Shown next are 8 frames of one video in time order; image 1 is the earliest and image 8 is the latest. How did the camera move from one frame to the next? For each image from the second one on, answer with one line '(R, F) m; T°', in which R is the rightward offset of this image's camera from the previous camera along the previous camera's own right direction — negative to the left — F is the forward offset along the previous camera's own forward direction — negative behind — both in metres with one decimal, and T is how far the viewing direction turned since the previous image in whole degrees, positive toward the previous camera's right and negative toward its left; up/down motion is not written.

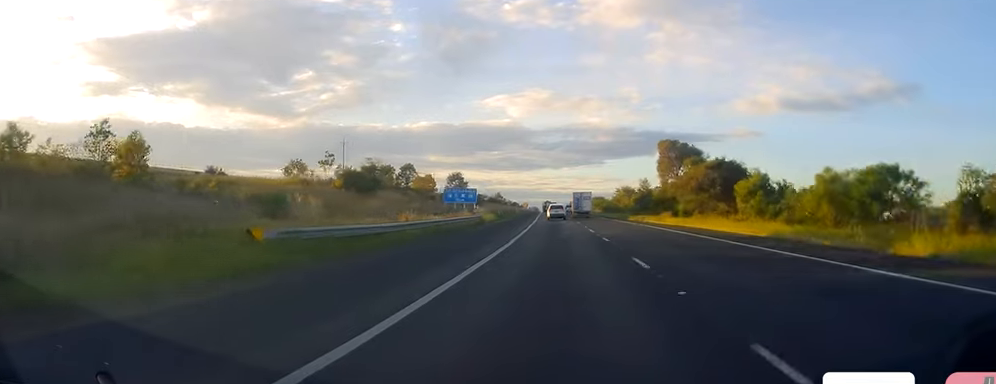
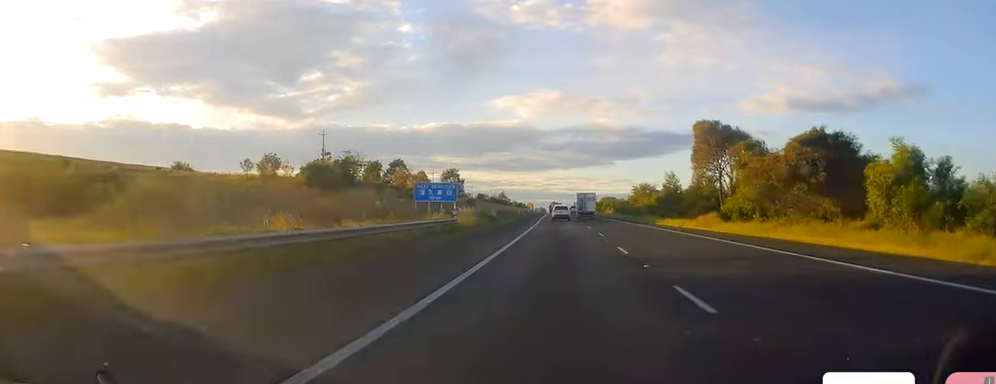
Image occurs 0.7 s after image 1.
(-0.3, +18.8) m; -1°
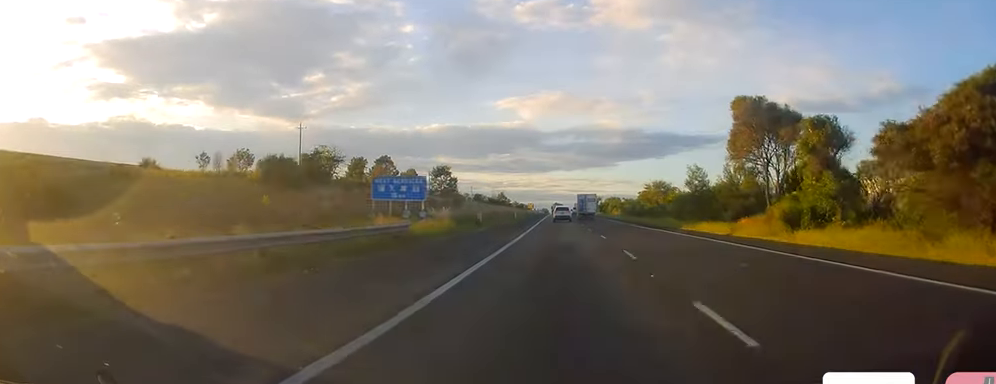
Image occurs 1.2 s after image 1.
(-0.3, +14.0) m; -1°
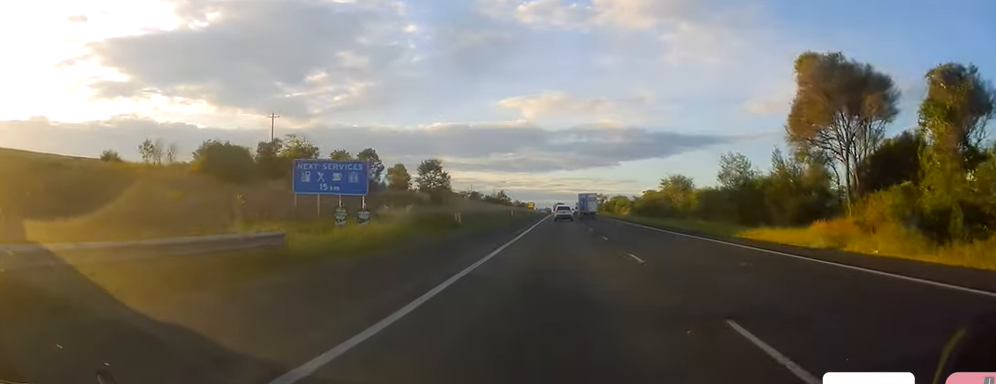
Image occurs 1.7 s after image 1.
(0.0, +14.0) m; 0°
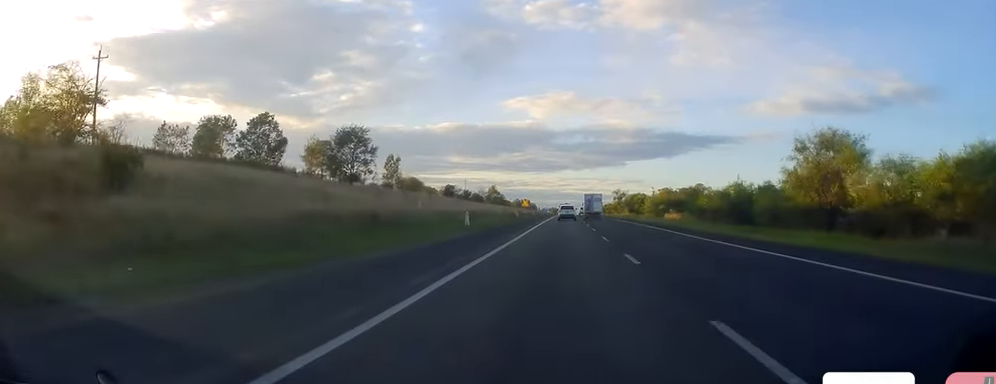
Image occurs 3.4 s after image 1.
(+0.5, +48.5) m; 0°
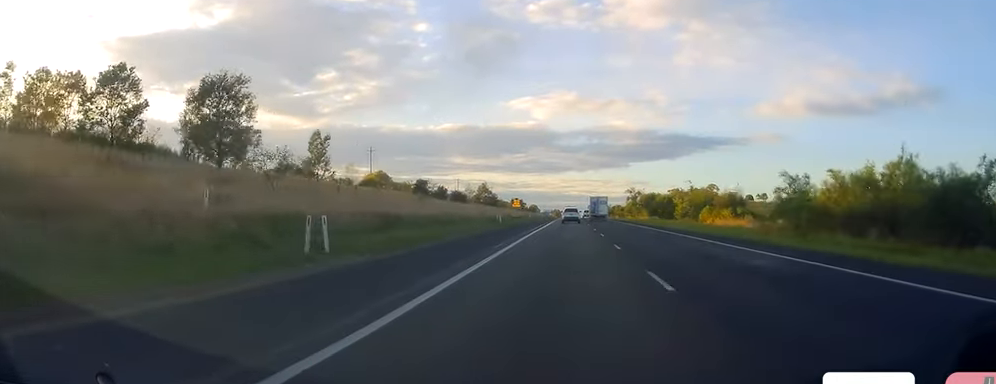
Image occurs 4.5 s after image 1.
(-0.7, +29.9) m; -1°
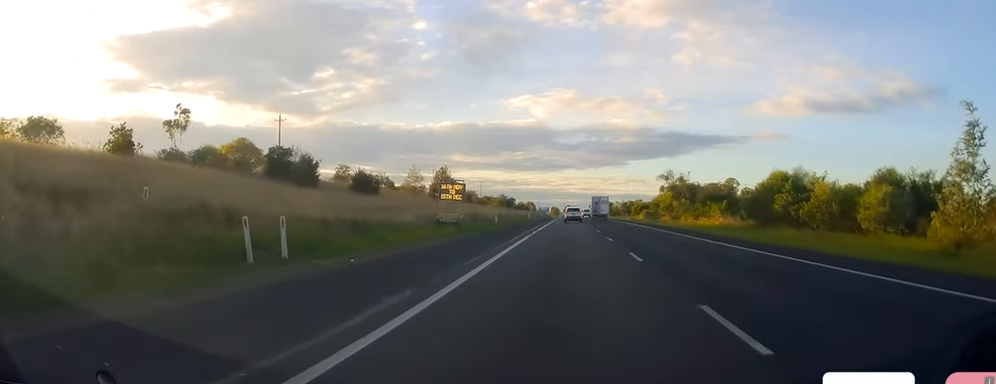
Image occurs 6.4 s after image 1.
(+0.8, +53.7) m; +2°
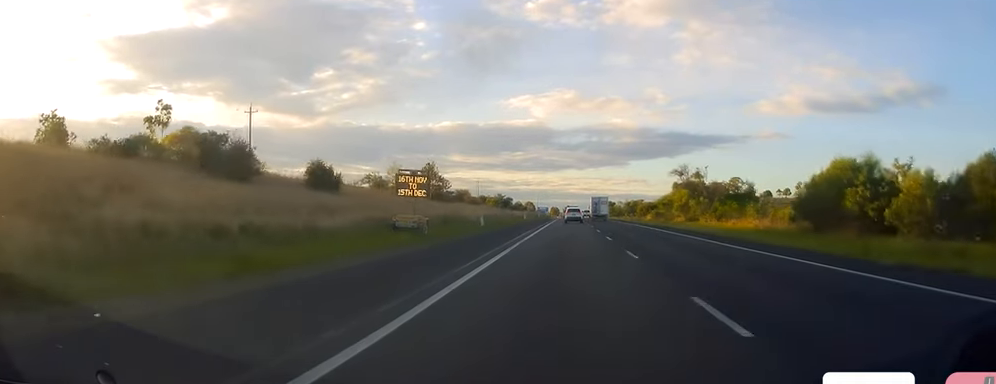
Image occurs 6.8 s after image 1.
(+0.2, +11.1) m; 0°
